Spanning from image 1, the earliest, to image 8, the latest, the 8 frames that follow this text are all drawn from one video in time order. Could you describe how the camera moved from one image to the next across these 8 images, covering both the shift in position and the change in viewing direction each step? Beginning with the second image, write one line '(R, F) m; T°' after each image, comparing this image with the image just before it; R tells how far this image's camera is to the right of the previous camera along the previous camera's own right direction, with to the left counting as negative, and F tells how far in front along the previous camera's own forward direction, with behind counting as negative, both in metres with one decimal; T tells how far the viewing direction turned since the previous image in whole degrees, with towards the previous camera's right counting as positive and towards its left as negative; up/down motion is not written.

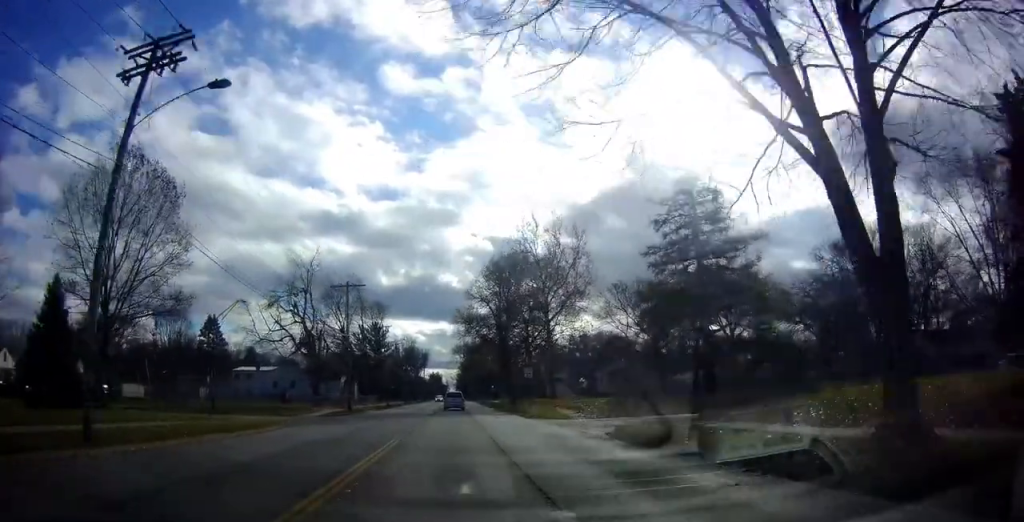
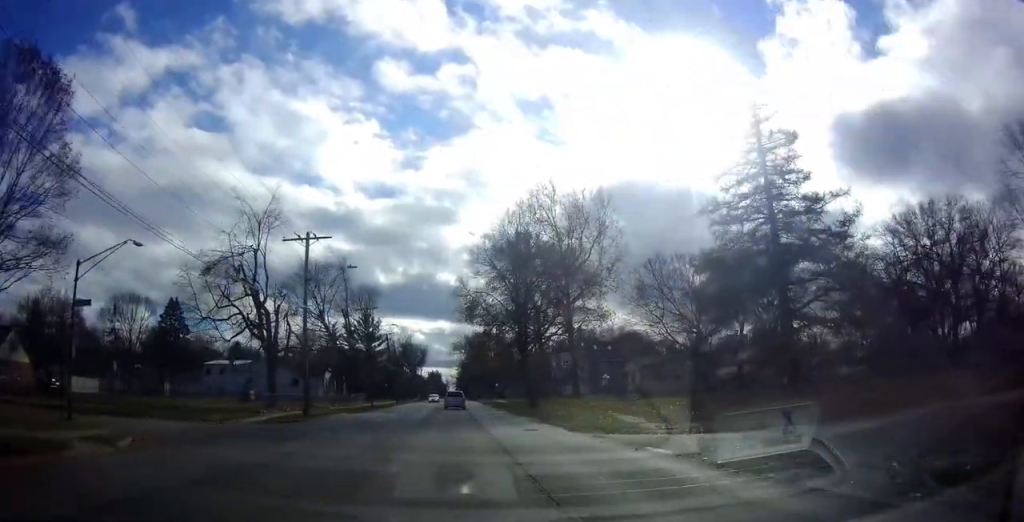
(0.0, +13.3) m; 0°
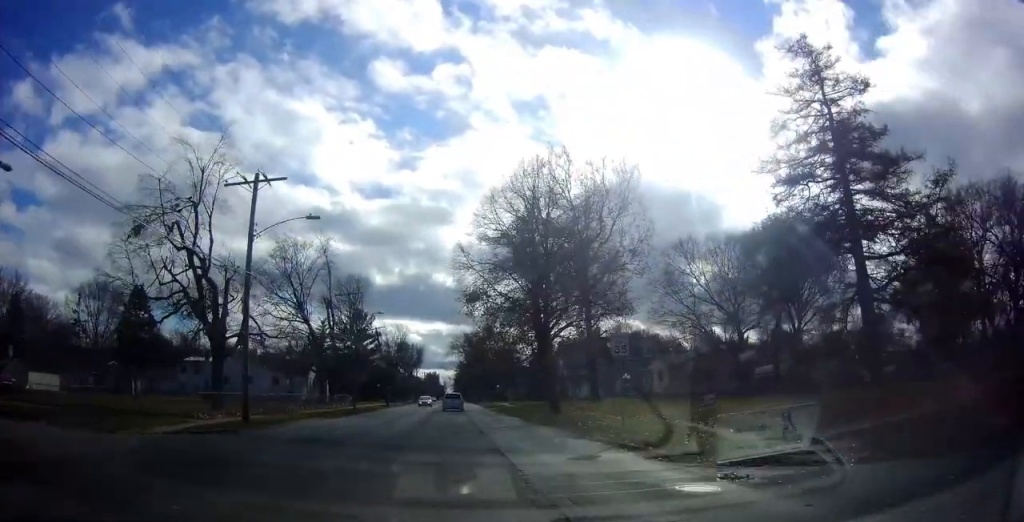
(0.0, +9.1) m; 0°
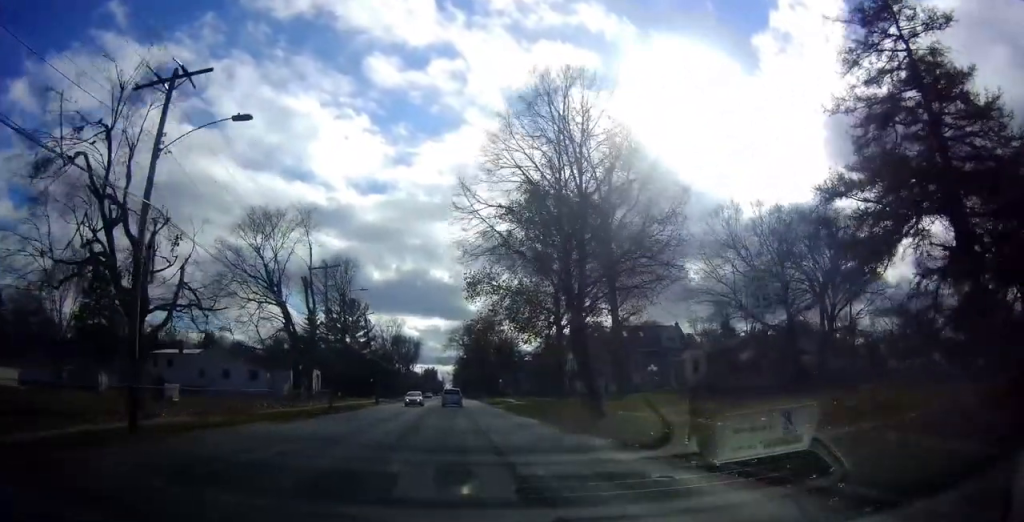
(-0.1, +8.1) m; 0°
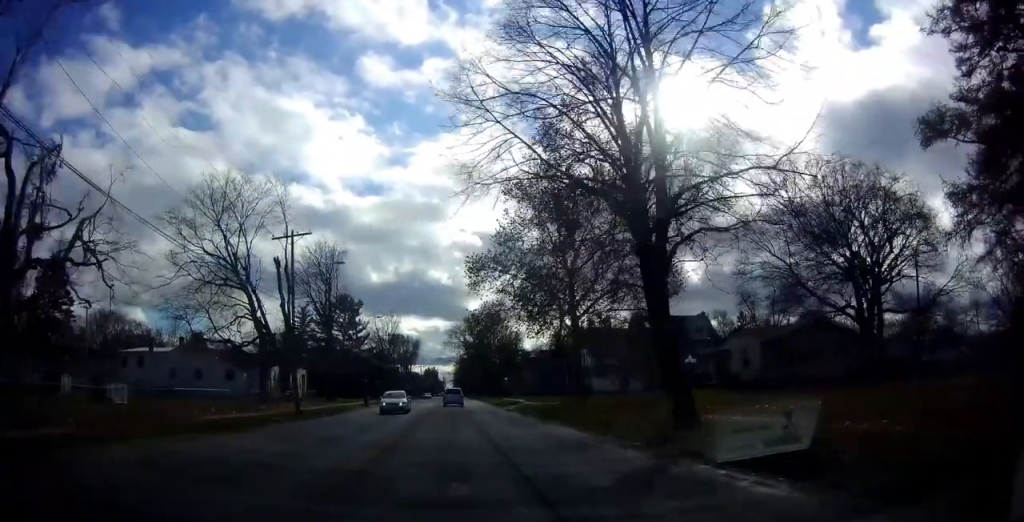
(0.0, +8.7) m; 0°
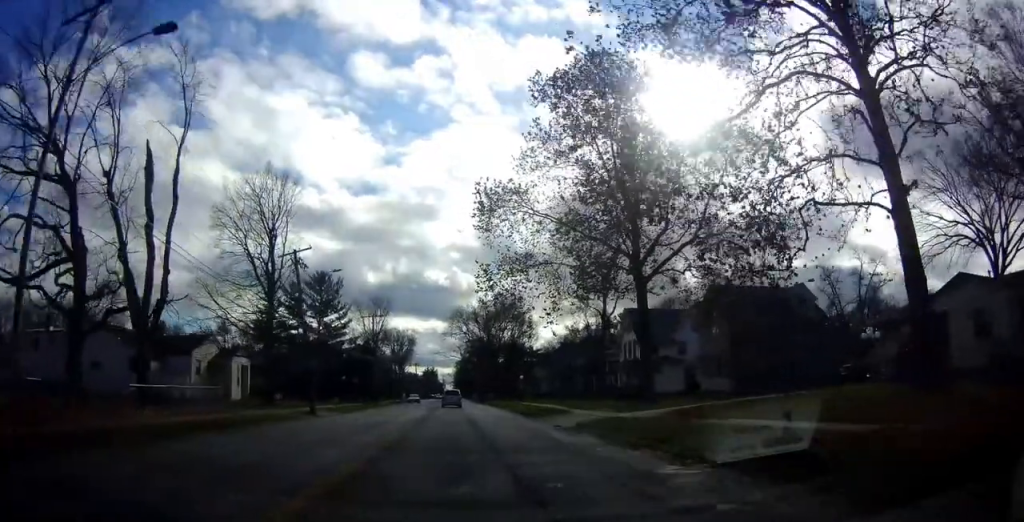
(0.0, +21.5) m; 0°
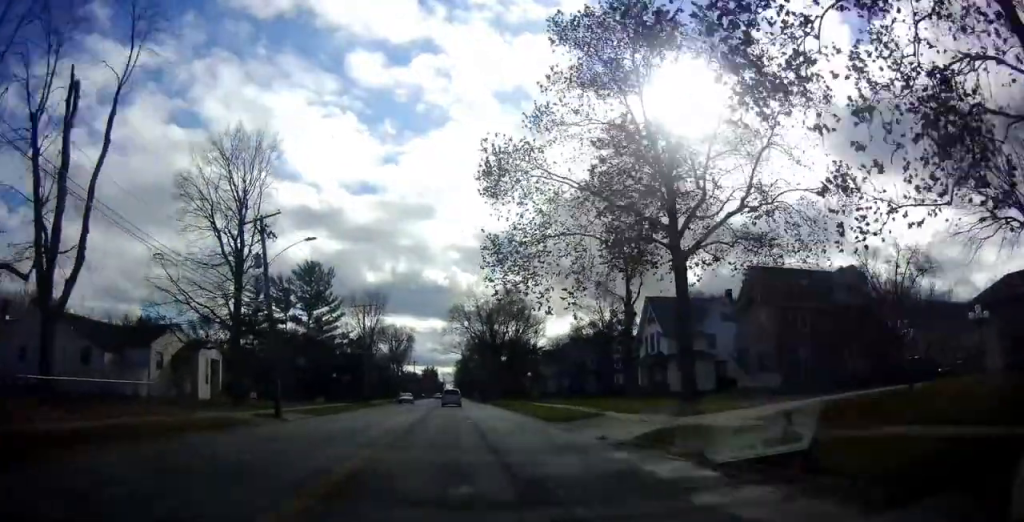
(0.0, +7.3) m; 0°
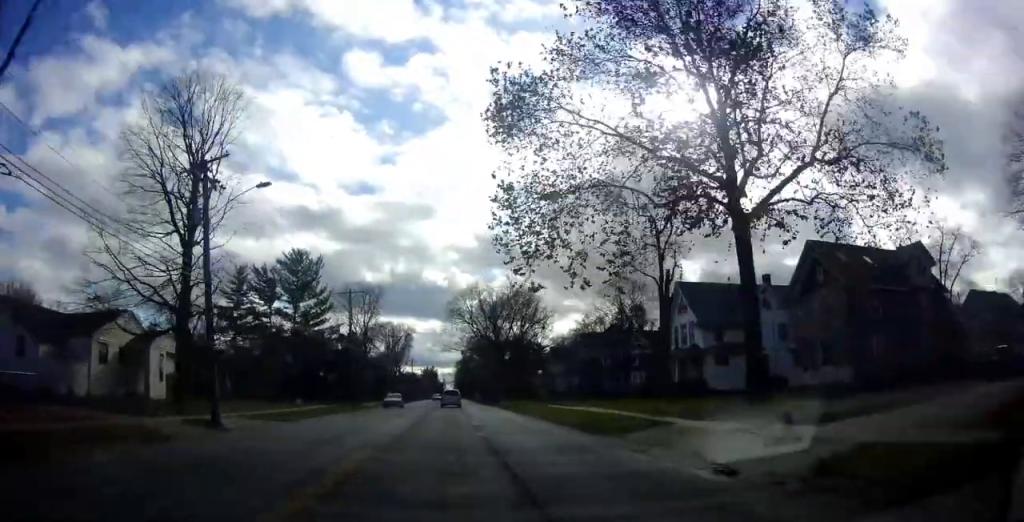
(0.0, +8.1) m; 0°
